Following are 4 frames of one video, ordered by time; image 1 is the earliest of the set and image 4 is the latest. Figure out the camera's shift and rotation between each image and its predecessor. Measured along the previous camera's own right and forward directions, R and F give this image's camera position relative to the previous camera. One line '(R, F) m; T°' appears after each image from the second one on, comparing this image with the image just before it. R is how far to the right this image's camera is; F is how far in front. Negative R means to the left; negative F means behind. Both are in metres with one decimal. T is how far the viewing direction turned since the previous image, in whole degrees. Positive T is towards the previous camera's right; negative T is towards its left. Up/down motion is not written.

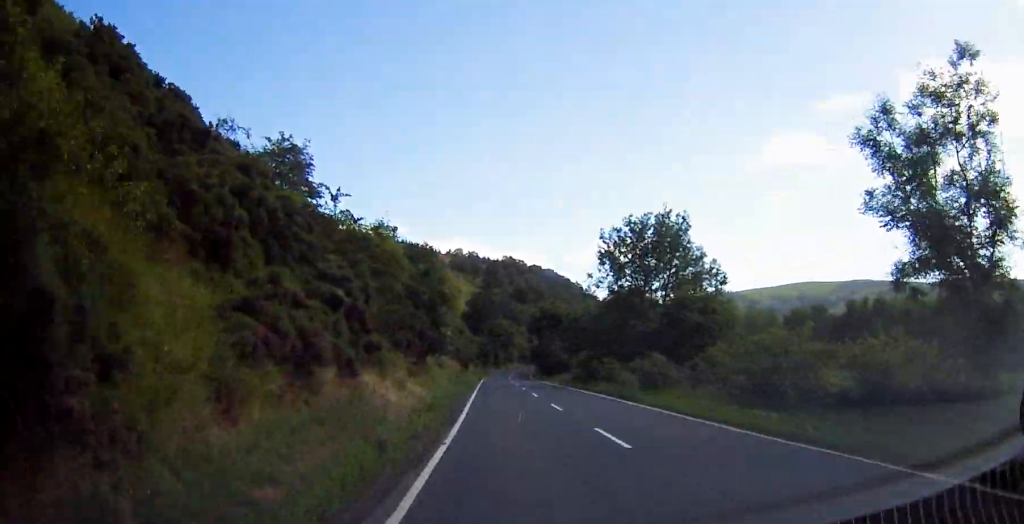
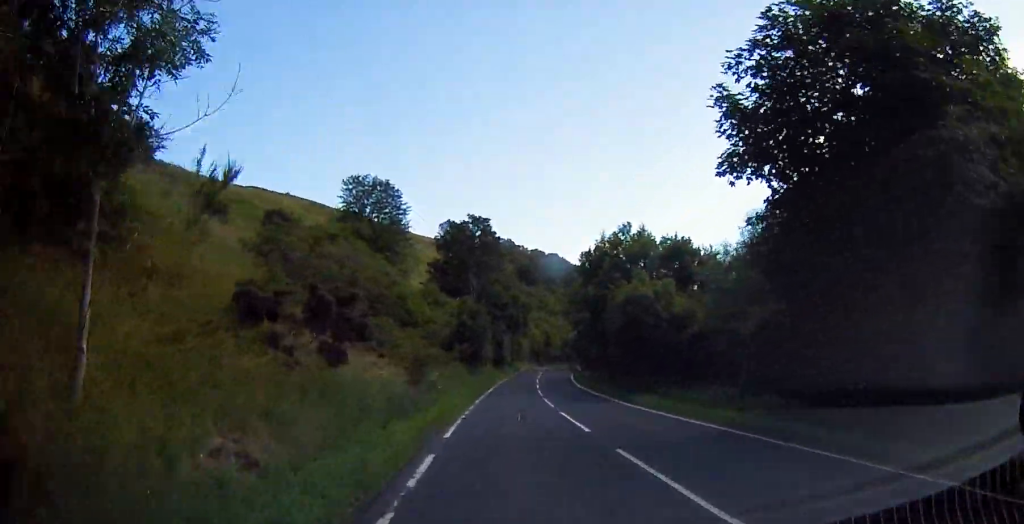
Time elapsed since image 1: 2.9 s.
(0.0, +61.6) m; 0°
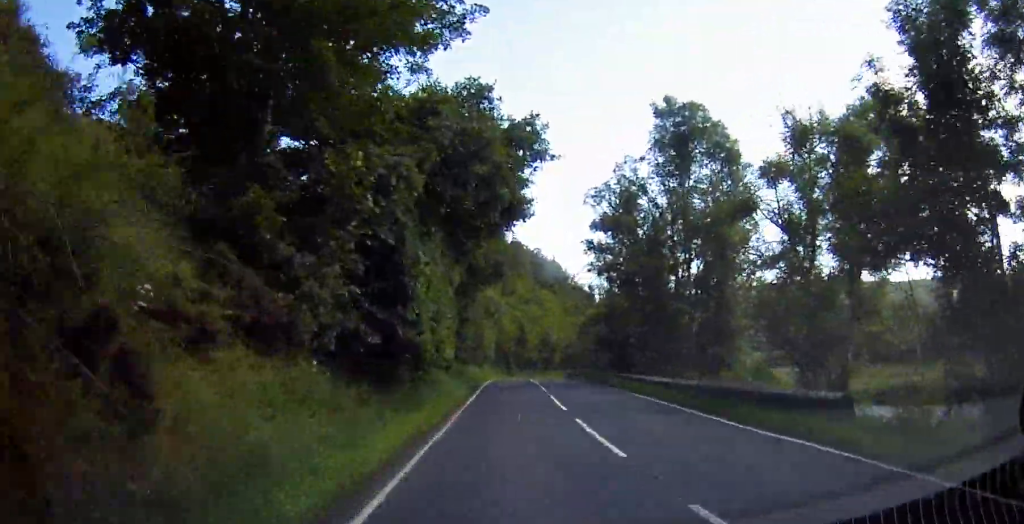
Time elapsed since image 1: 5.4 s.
(+1.3, +51.4) m; +3°
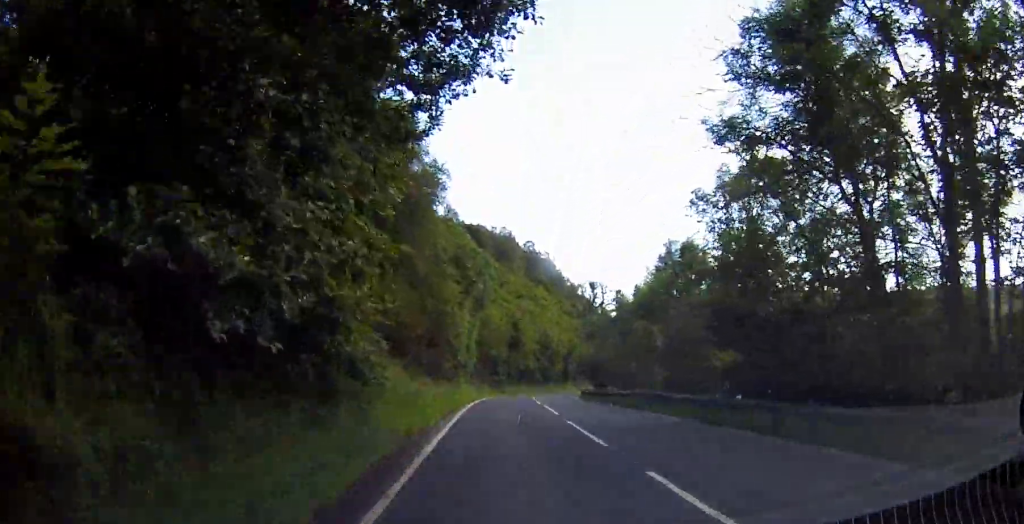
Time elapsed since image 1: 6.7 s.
(+0.5, +25.0) m; +2°
